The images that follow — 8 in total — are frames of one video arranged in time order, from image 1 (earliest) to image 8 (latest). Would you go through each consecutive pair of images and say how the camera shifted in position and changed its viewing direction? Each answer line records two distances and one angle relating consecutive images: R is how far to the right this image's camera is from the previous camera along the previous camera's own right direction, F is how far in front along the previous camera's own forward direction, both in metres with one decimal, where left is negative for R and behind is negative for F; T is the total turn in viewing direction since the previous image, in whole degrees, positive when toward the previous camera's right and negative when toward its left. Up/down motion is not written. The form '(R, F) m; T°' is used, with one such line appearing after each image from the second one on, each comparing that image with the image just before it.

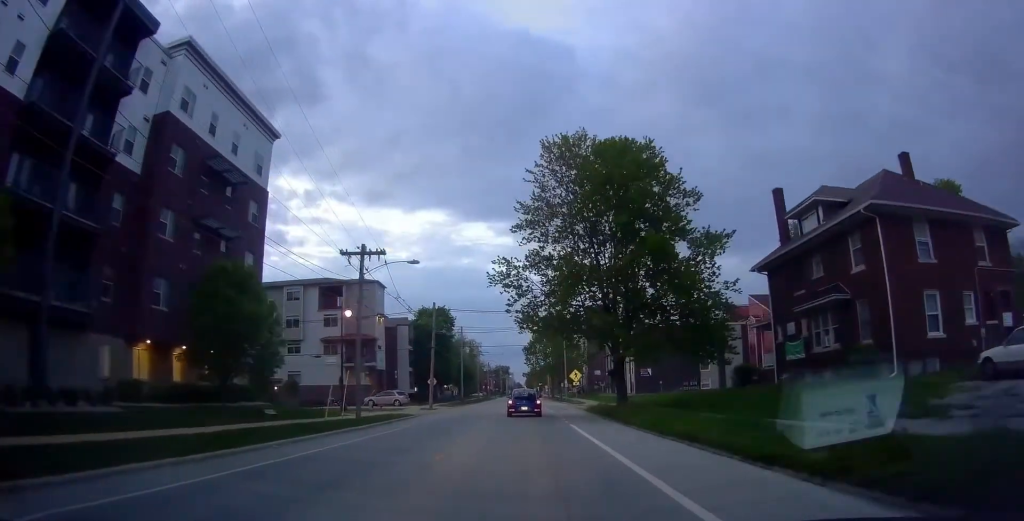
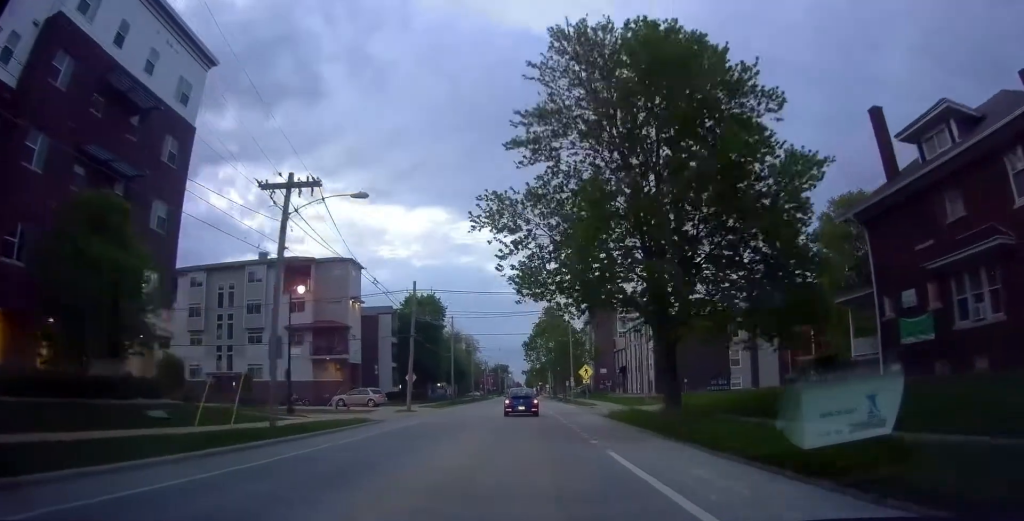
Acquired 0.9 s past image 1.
(-0.2, +10.6) m; -2°
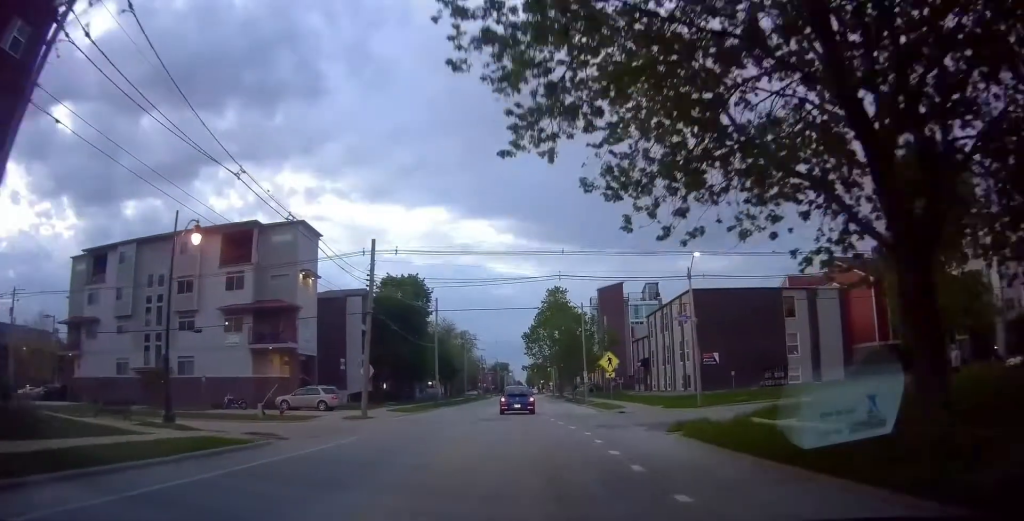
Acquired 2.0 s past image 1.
(-0.2, +12.8) m; +2°
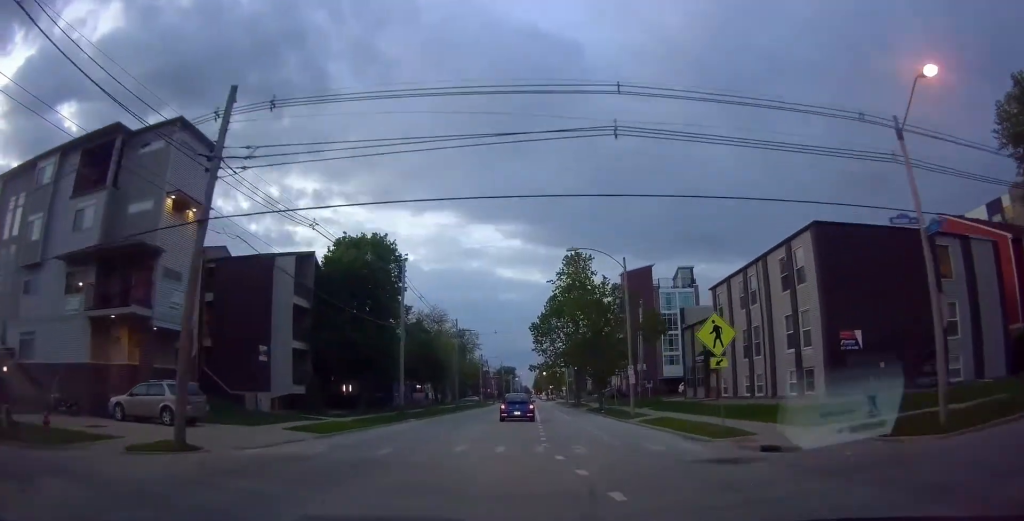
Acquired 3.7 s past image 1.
(+0.7, +19.4) m; 0°
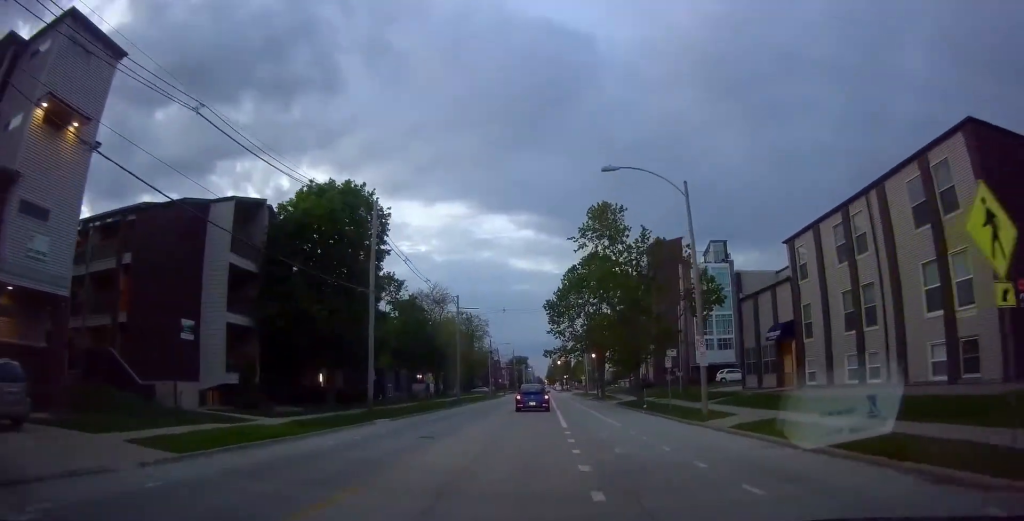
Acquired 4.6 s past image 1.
(-0.3, +10.6) m; 0°
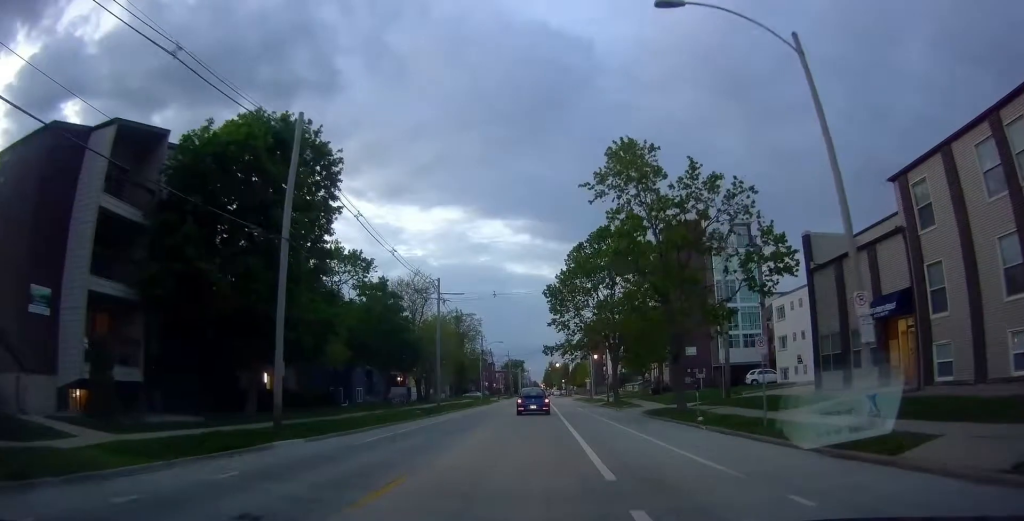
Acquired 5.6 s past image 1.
(+0.4, +11.0) m; +2°
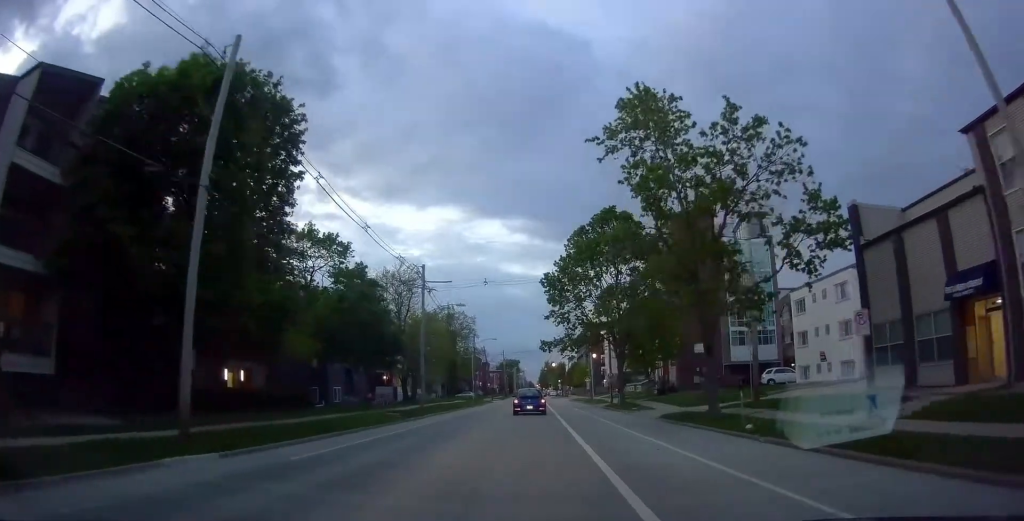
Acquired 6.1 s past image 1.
(0.0, +5.3) m; 0°
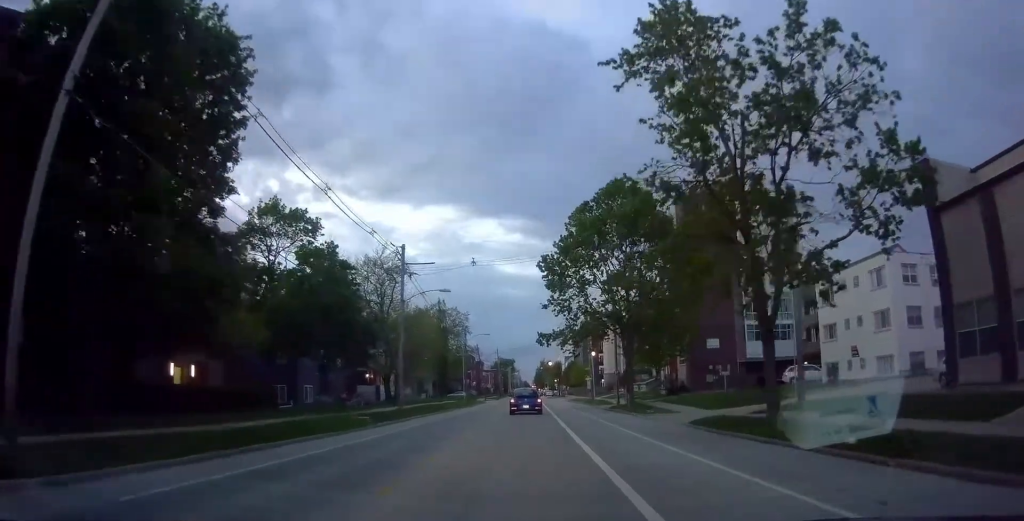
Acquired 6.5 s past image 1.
(0.0, +5.3) m; 0°
